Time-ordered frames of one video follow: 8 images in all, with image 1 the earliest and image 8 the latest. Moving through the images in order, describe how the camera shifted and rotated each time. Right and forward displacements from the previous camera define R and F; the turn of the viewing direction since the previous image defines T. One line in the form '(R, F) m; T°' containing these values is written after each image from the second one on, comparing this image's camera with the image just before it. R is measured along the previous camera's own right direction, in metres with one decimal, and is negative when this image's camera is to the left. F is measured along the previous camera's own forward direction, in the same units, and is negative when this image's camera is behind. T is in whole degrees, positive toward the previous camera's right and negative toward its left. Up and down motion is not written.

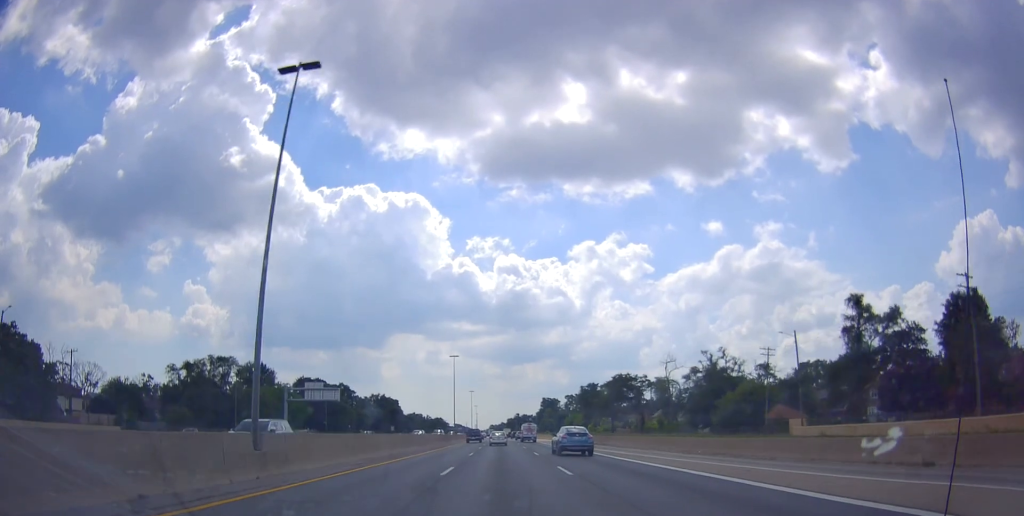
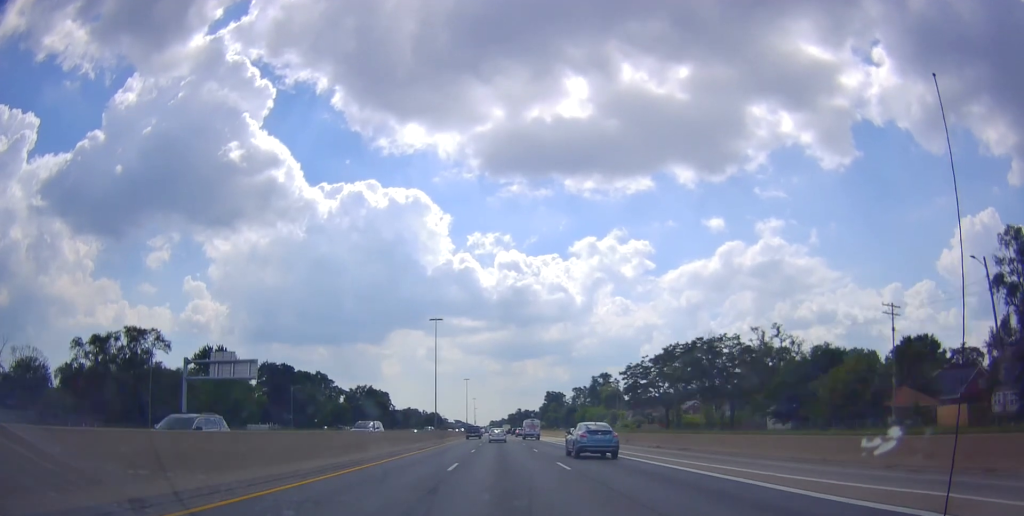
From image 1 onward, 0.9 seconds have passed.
(0.0, +29.4) m; 0°
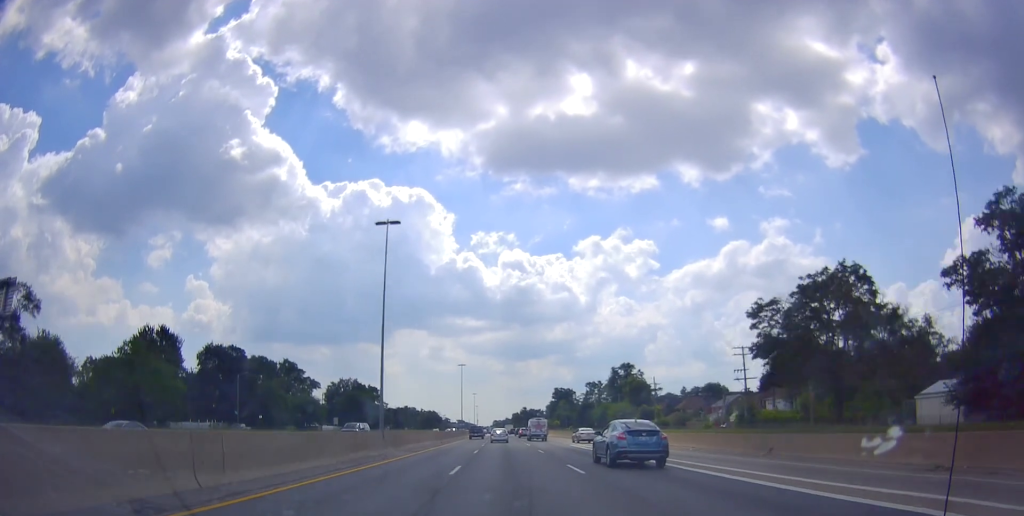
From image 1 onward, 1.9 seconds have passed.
(0.0, +32.5) m; 0°
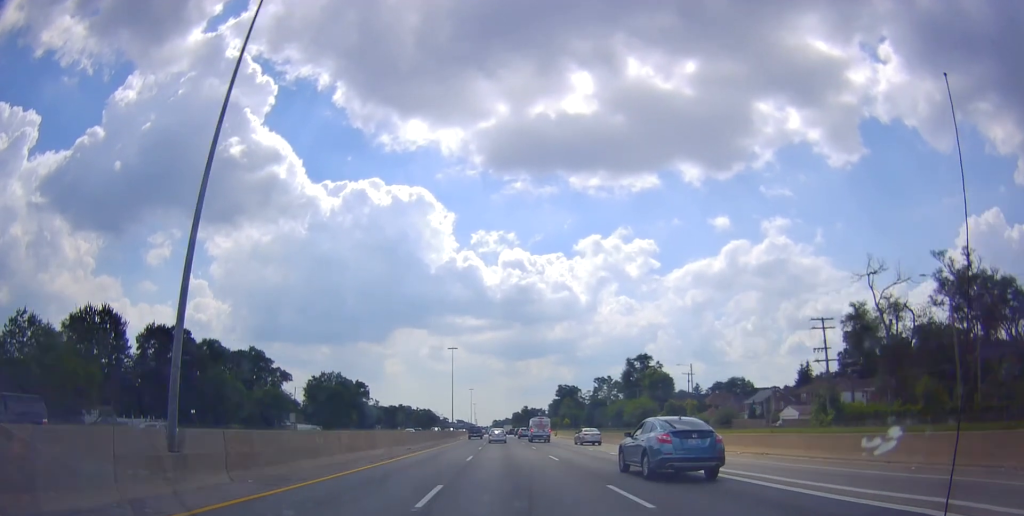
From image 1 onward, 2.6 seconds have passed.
(0.0, +22.8) m; 0°
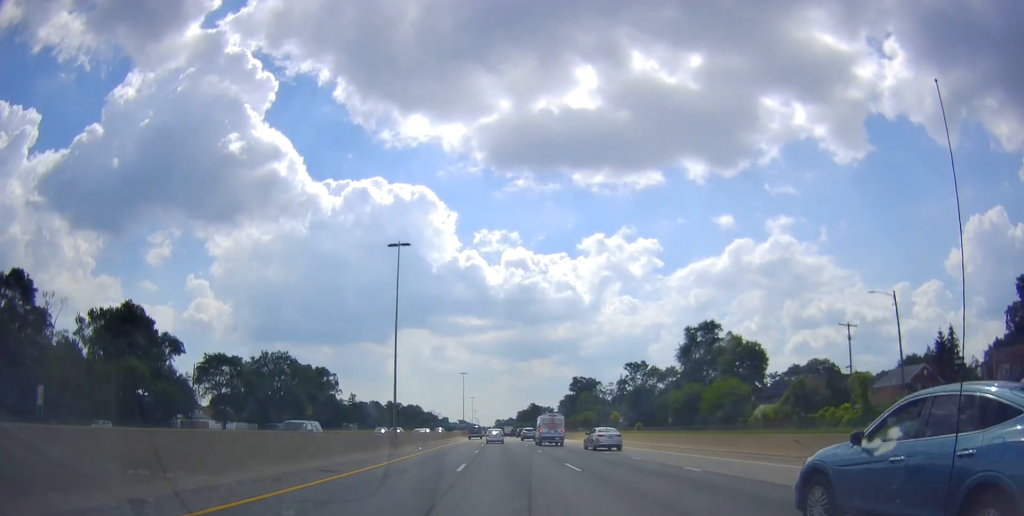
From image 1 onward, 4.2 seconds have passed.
(-0.4, +52.2) m; -1°
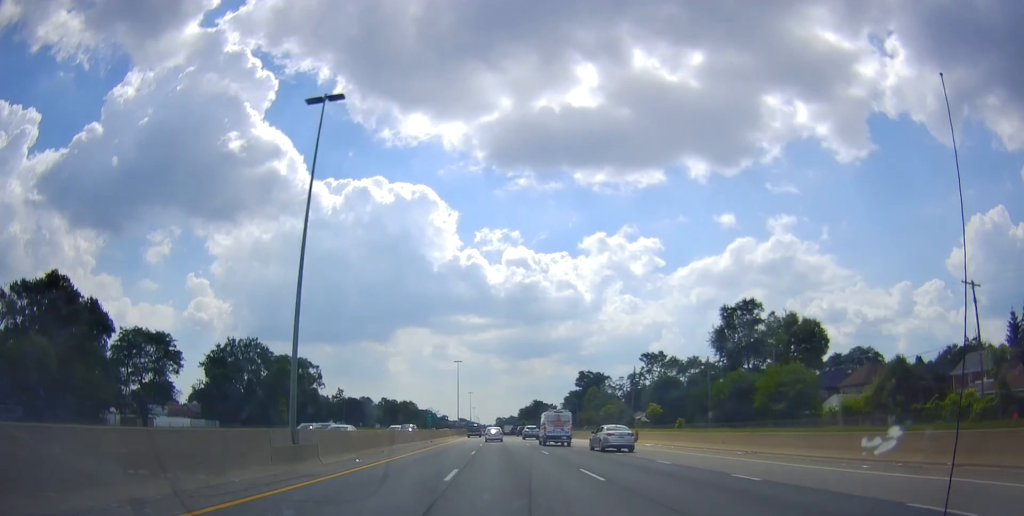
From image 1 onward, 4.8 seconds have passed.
(-0.5, +19.6) m; 0°
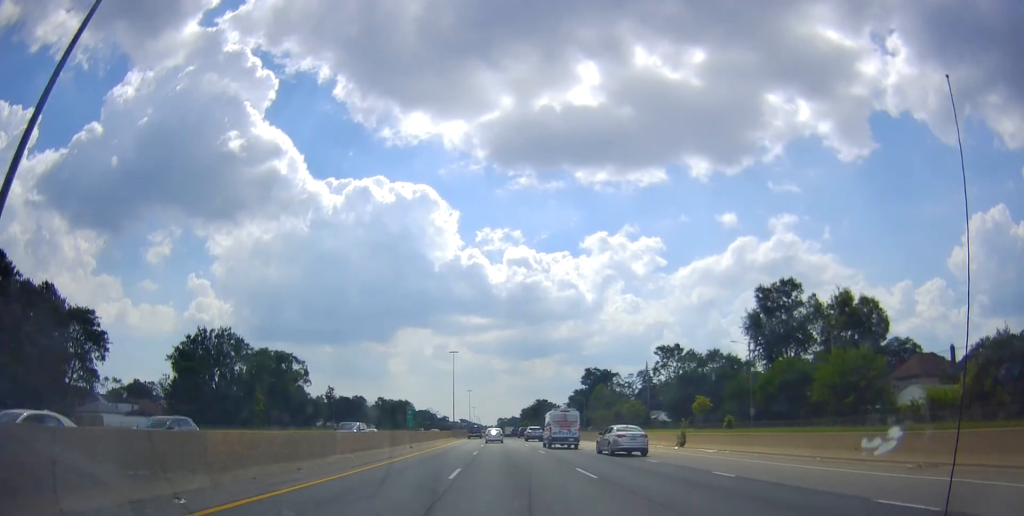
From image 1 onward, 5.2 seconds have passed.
(+0.1, +14.2) m; 0°
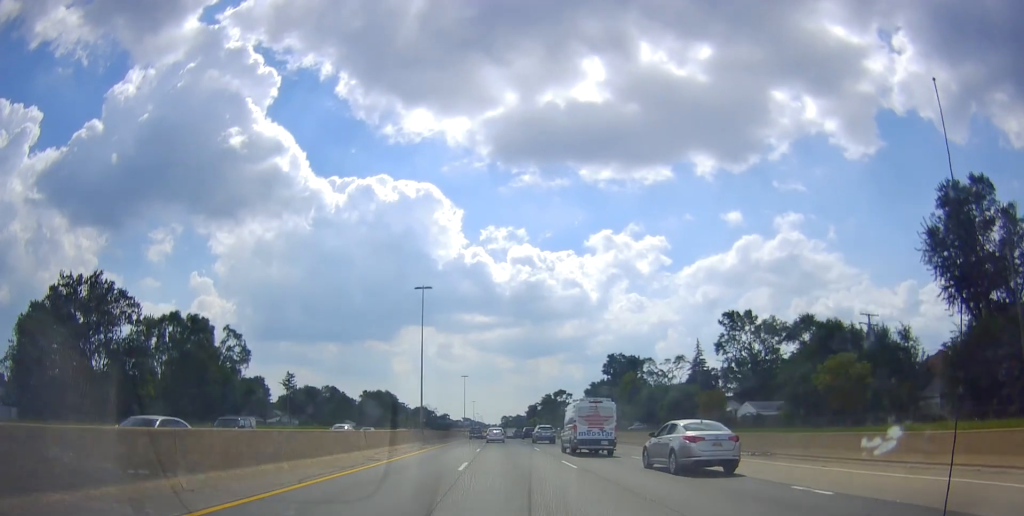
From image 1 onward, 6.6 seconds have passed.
(+0.8, +43.6) m; +1°
